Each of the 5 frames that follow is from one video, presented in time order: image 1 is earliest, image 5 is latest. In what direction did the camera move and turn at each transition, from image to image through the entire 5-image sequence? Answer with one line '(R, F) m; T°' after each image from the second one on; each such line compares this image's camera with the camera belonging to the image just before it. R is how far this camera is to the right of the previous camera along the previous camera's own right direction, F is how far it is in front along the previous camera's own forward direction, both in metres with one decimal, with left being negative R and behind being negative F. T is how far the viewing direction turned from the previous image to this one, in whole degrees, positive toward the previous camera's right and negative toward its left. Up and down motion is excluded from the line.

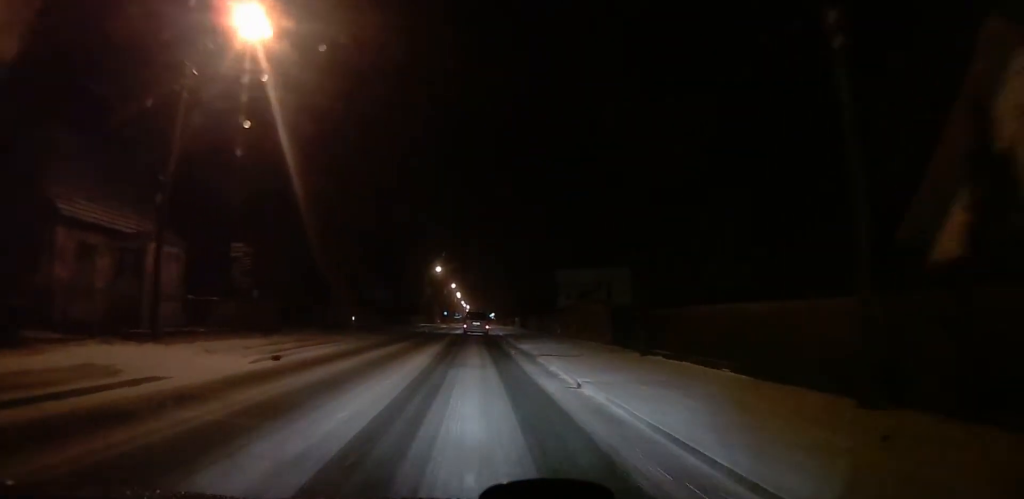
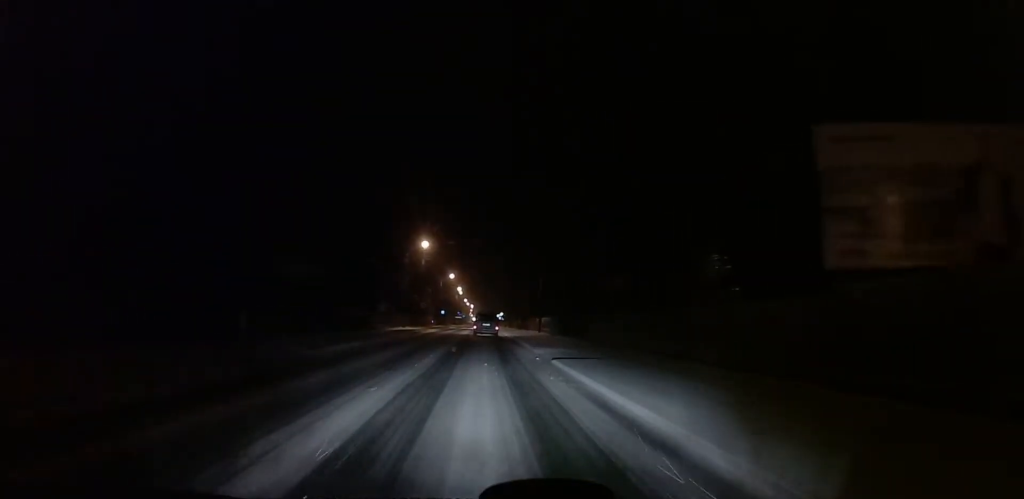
(-1.3, +34.4) m; -4°
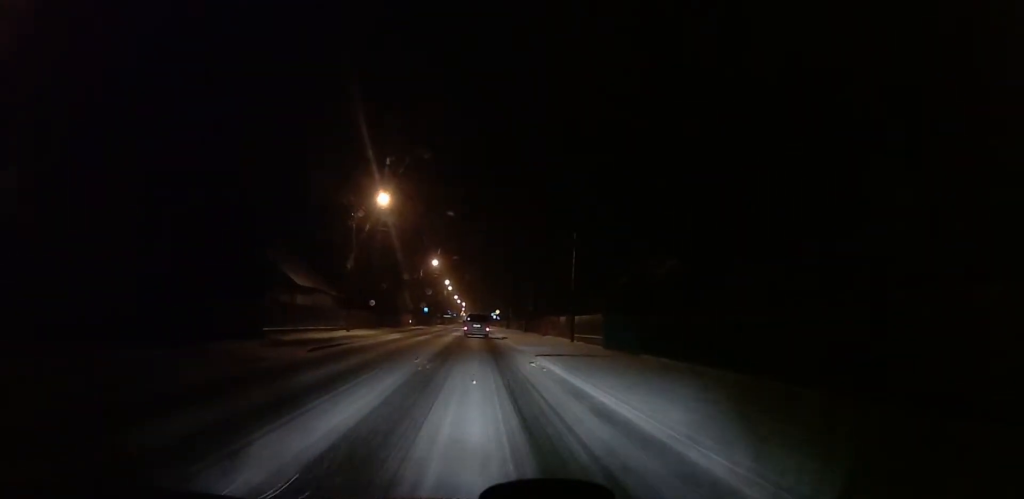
(+0.5, +25.6) m; +1°
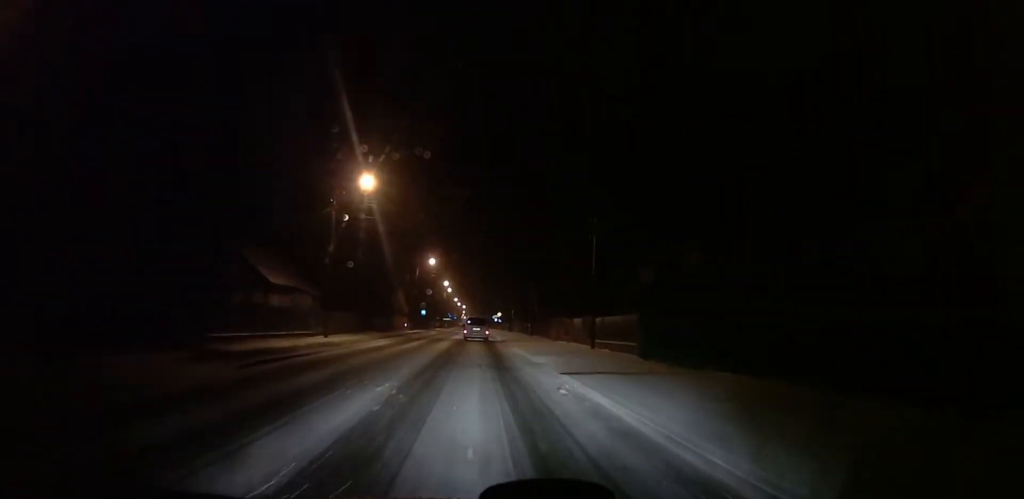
(+0.1, +5.9) m; -1°
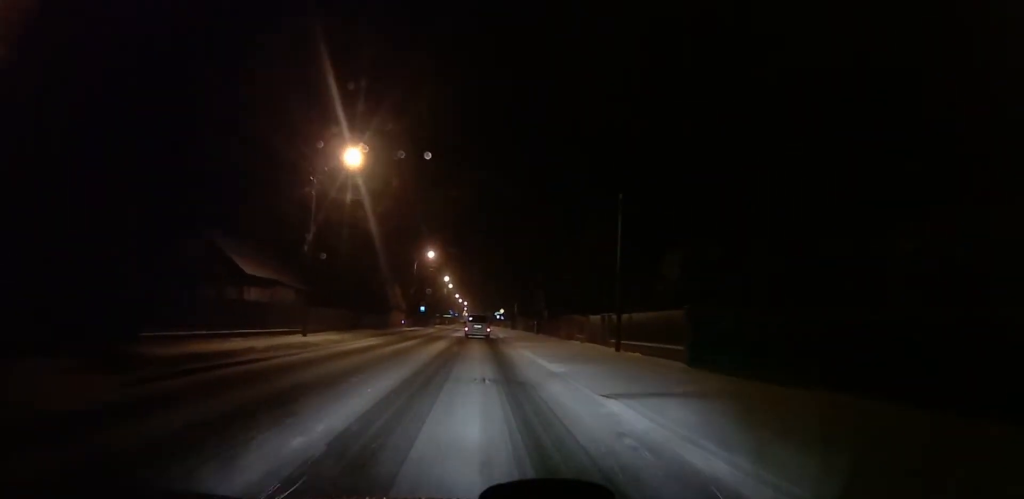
(-0.2, +4.8) m; 0°
